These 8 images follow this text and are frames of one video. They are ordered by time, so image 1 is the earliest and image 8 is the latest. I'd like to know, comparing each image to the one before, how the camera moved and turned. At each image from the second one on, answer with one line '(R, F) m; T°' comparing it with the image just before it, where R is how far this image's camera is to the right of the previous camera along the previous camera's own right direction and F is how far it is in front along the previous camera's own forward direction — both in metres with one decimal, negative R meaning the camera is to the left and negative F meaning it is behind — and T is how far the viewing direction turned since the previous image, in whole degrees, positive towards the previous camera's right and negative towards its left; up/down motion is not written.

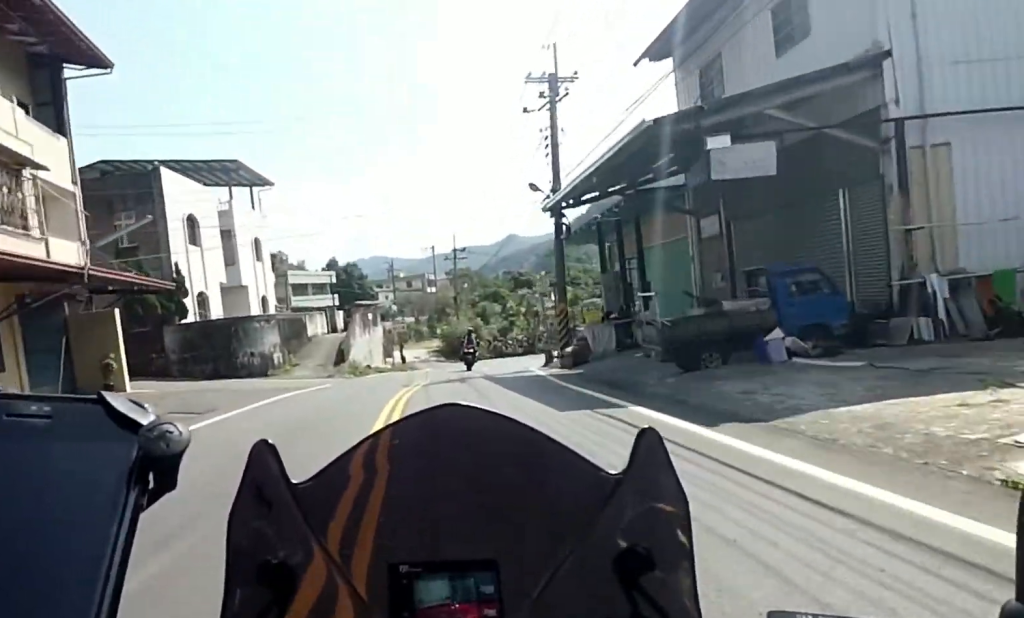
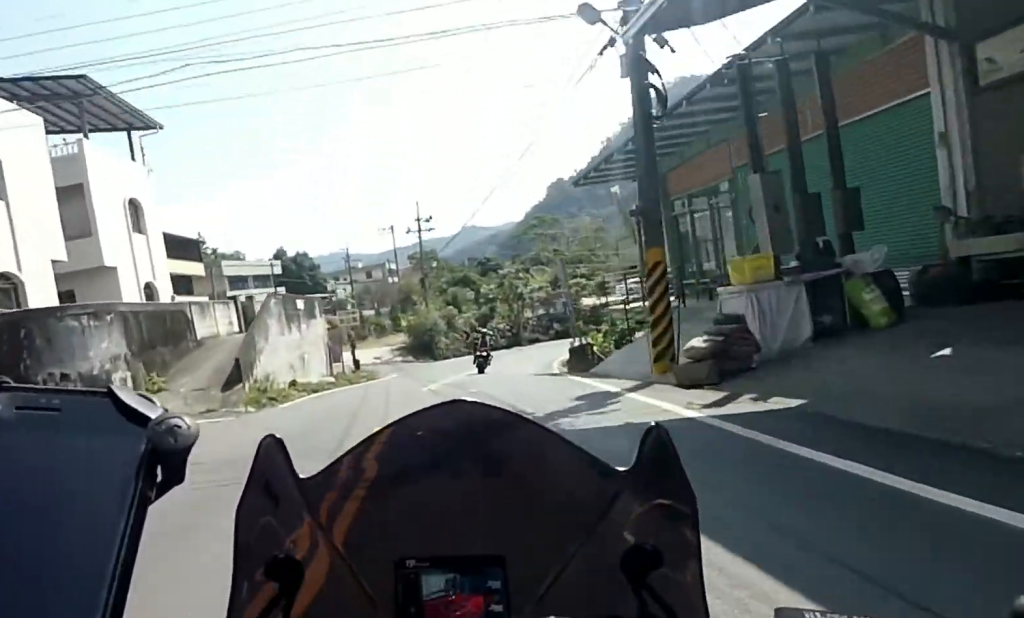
(+0.7, +11.2) m; +7°
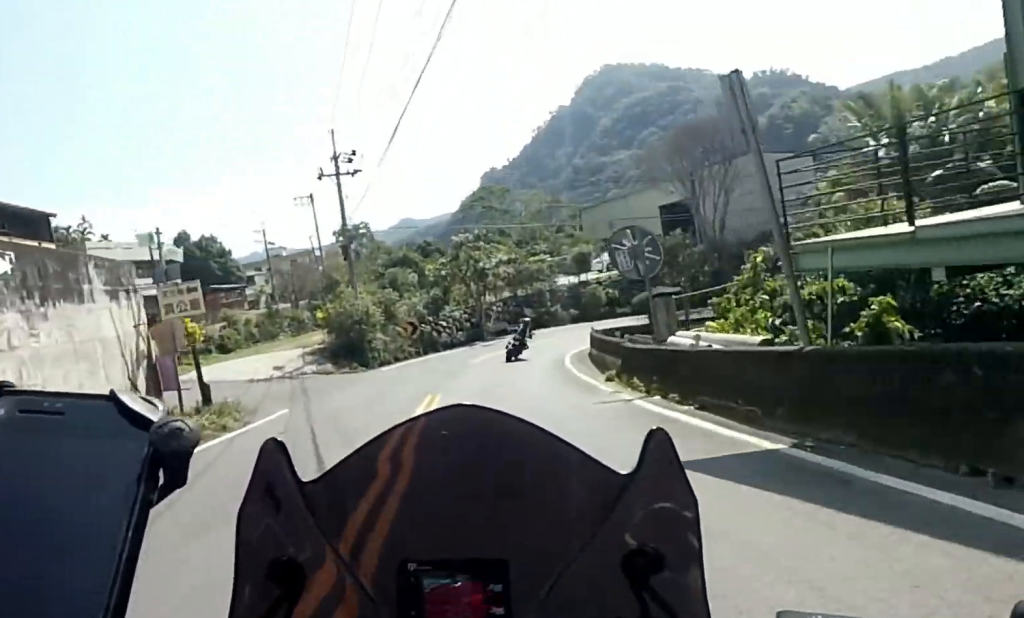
(+1.2, +13.8) m; +5°
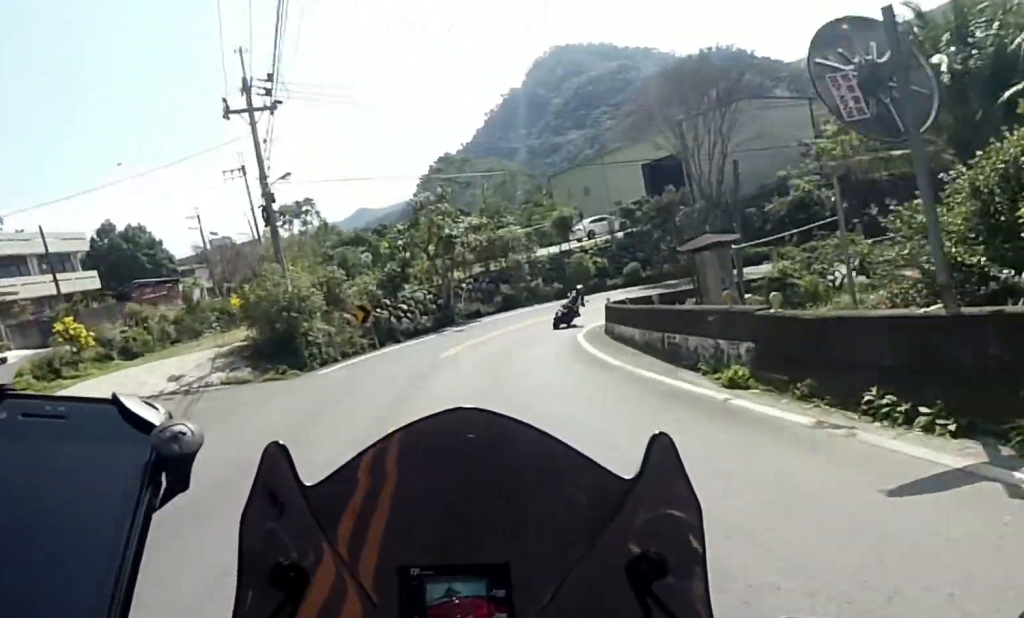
(-0.1, +7.1) m; +1°
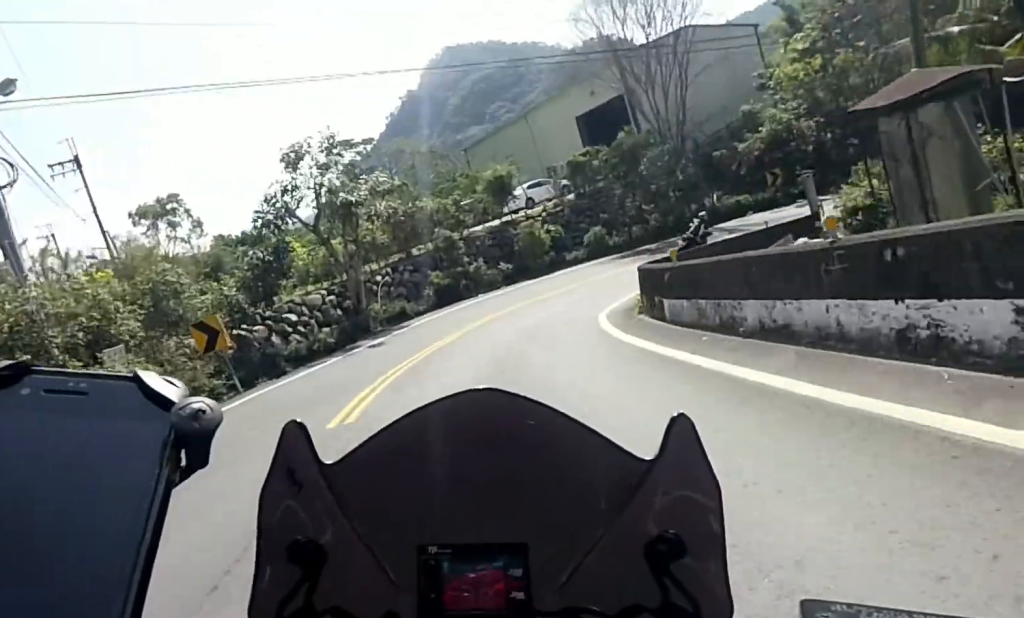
(+0.1, +9.8) m; +18°
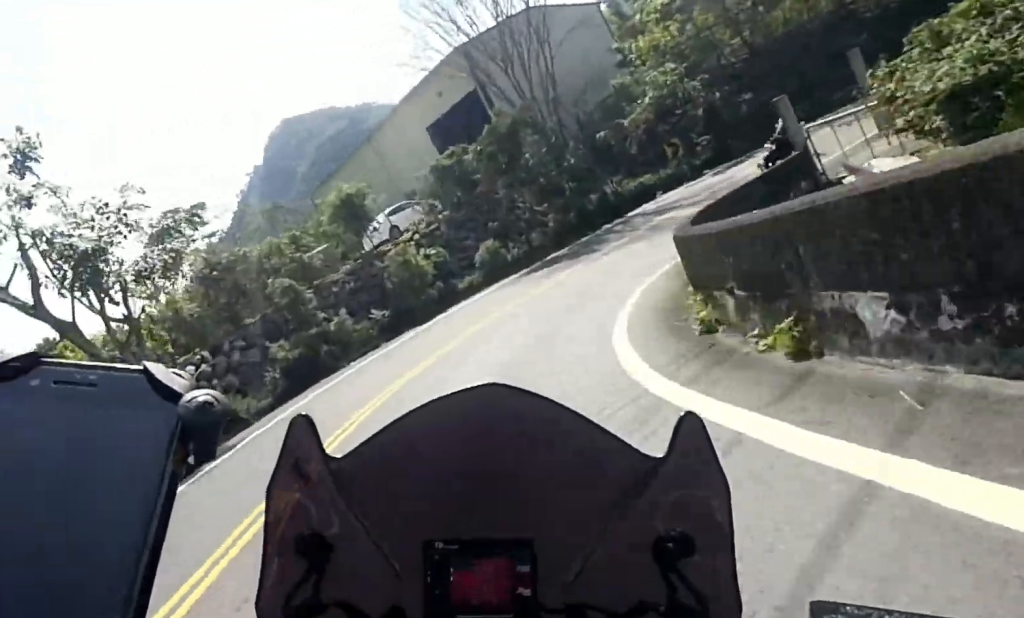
(+2.4, +8.0) m; +18°
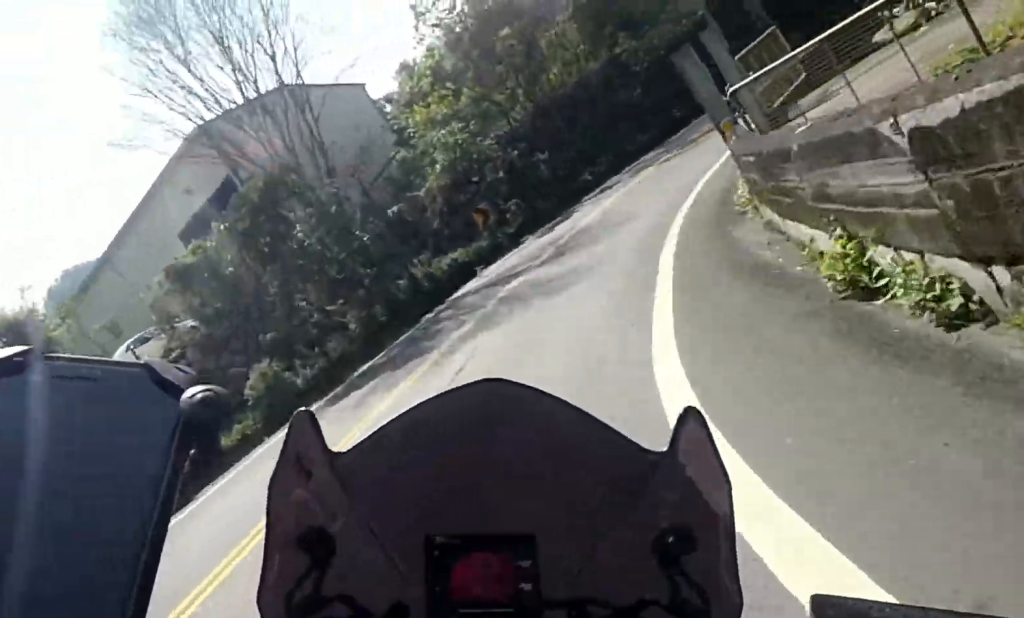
(+1.2, +7.8) m; +22°
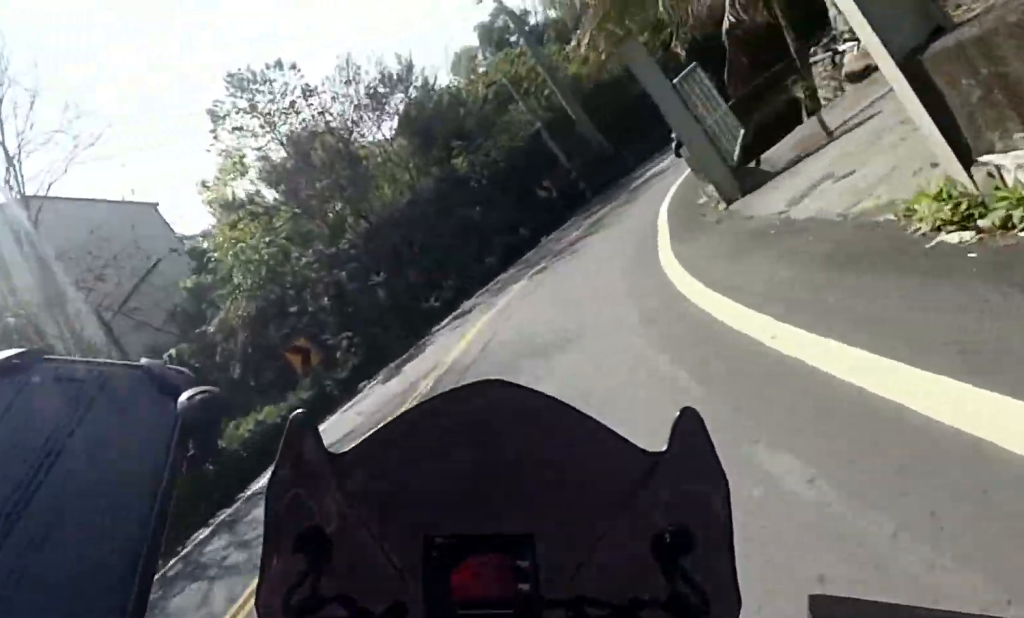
(-1.0, +6.4) m; +23°
